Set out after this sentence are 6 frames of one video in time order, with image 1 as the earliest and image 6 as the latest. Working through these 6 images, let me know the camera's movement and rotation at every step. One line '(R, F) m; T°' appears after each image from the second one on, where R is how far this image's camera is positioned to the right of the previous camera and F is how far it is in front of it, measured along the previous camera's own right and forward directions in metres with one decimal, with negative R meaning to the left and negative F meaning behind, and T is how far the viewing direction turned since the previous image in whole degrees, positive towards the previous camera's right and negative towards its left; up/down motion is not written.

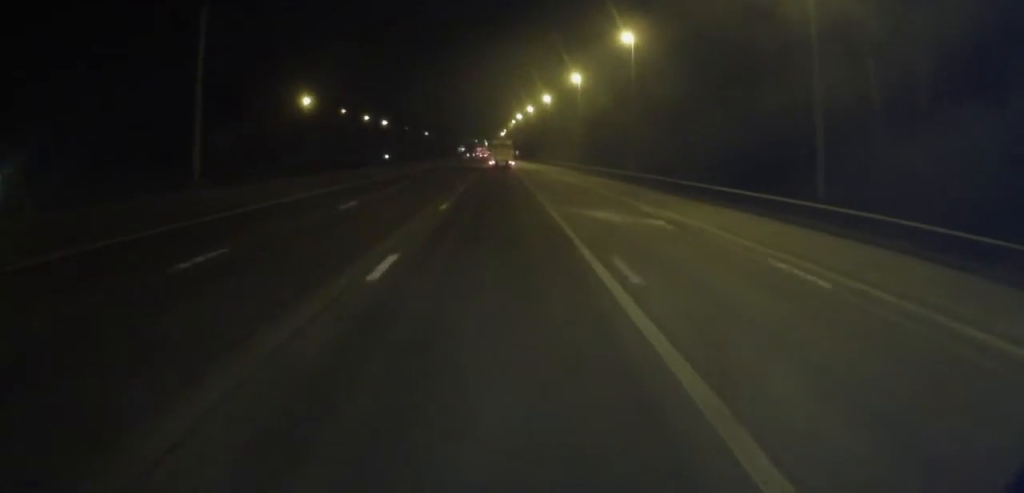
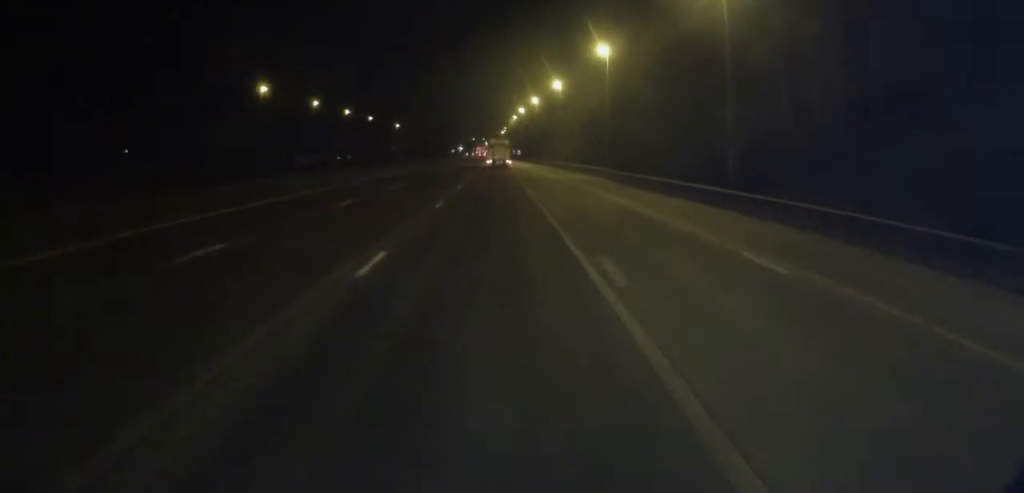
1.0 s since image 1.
(-0.1, +24.2) m; 0°
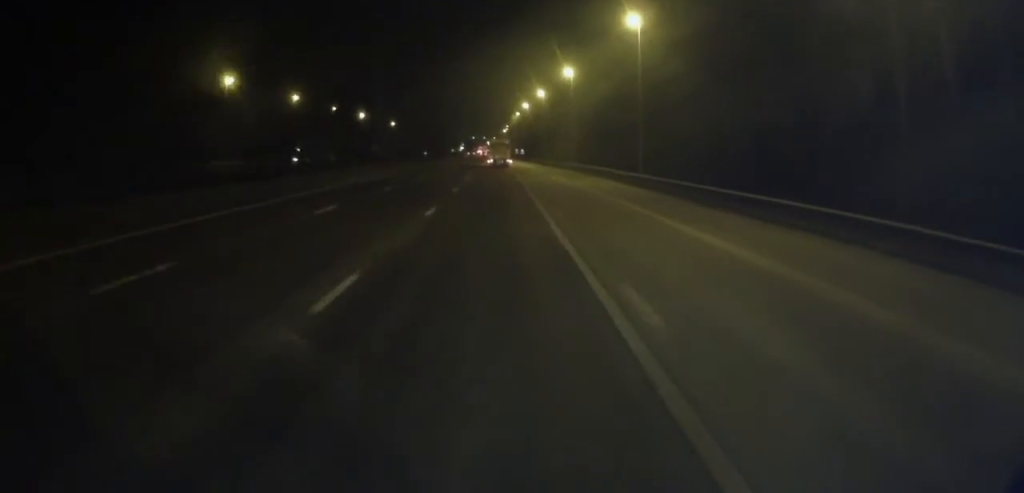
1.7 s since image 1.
(+0.1, +14.9) m; +1°
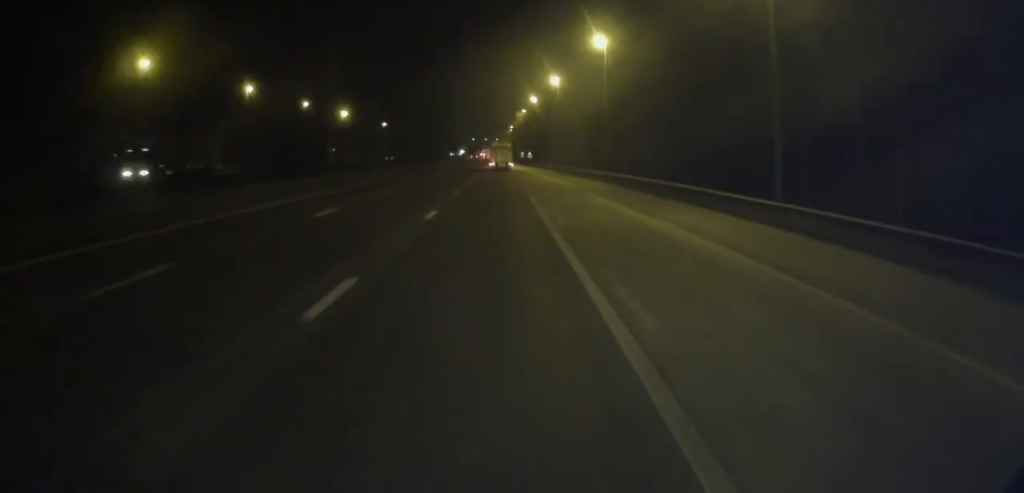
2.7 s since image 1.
(+0.4, +25.1) m; +1°
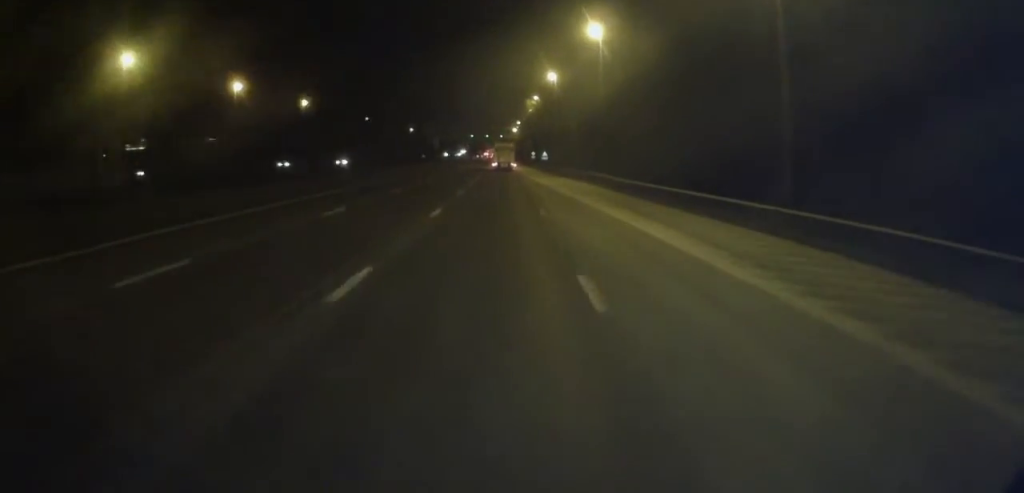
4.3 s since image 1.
(-0.4, +36.9) m; -1°
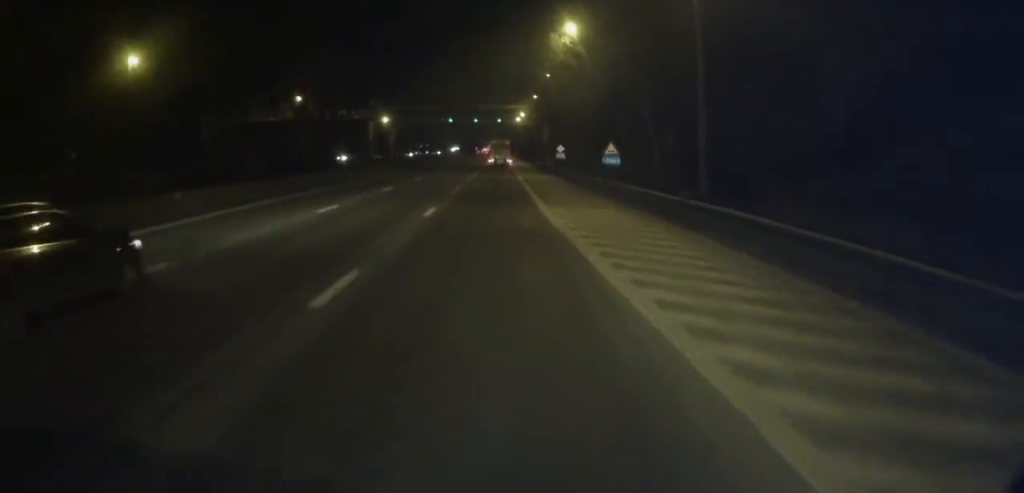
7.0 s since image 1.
(-0.2, +63.5) m; 0°
